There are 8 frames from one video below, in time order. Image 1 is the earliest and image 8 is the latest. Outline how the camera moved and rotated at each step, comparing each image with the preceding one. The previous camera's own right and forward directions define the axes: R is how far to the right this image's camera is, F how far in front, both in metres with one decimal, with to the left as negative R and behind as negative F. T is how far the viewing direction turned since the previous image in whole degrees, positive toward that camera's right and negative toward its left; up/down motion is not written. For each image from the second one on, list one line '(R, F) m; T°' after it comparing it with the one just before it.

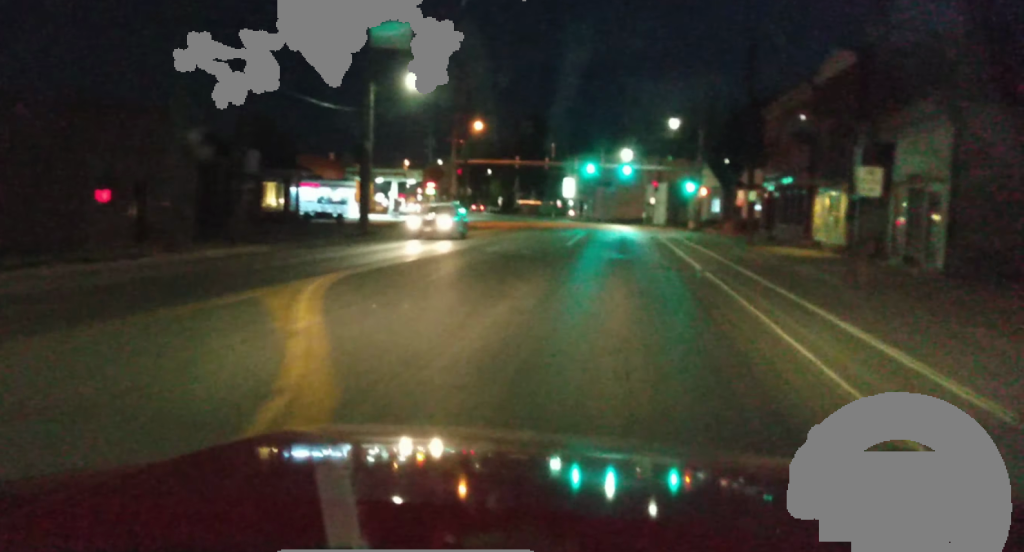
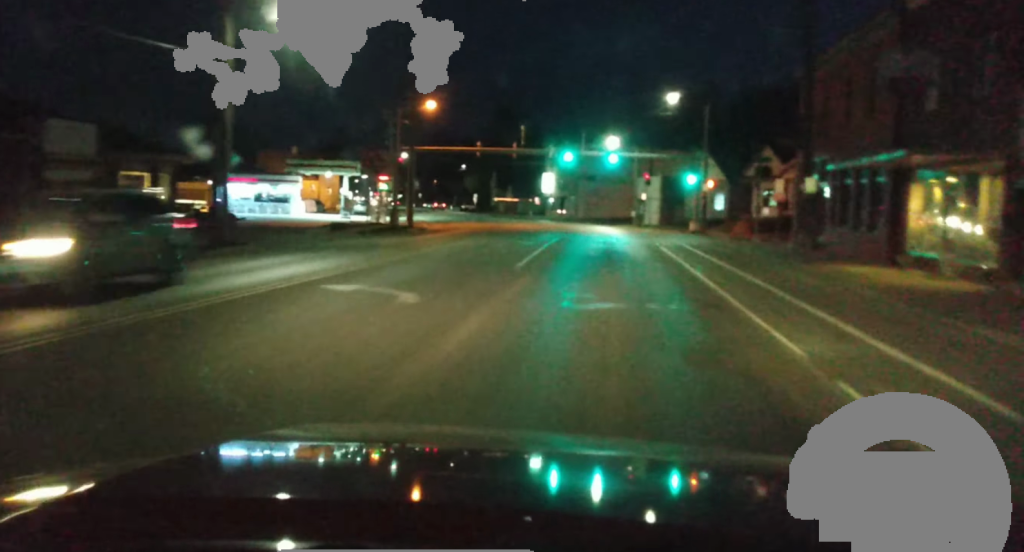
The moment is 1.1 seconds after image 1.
(+0.4, +17.1) m; +1°
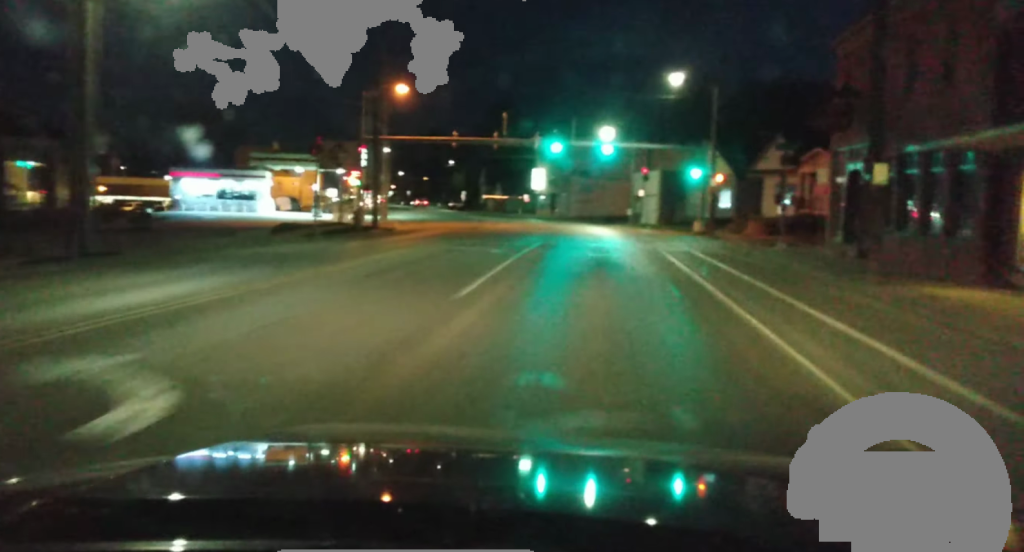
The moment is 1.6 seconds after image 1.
(0.0, +8.5) m; 0°
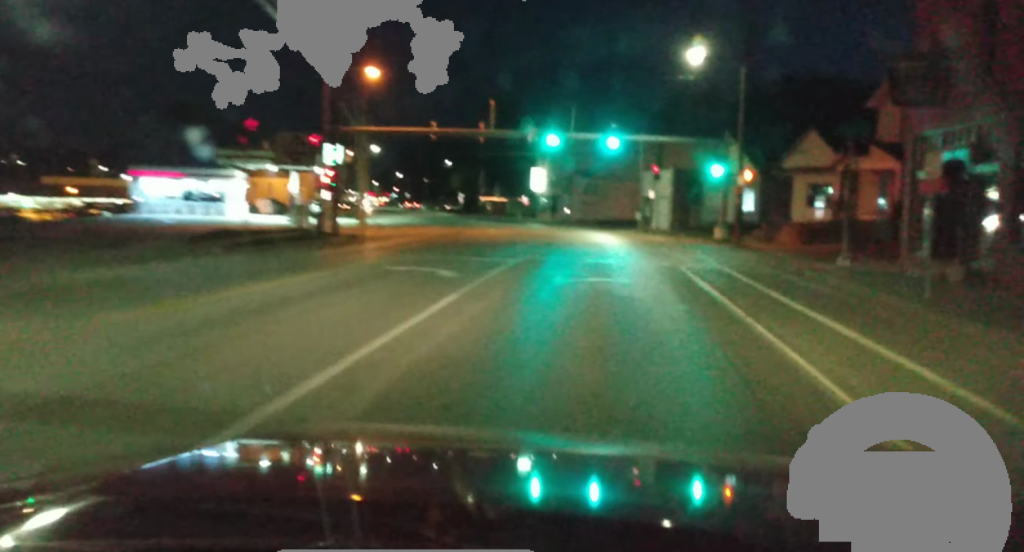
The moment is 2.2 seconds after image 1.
(-0.2, +9.5) m; 0°
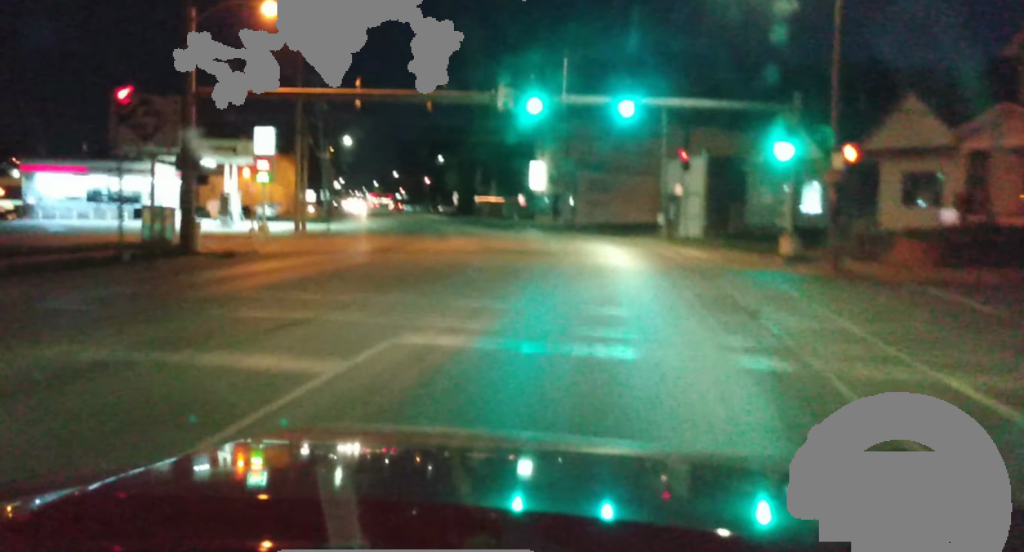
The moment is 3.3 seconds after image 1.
(+0.2, +17.9) m; -1°
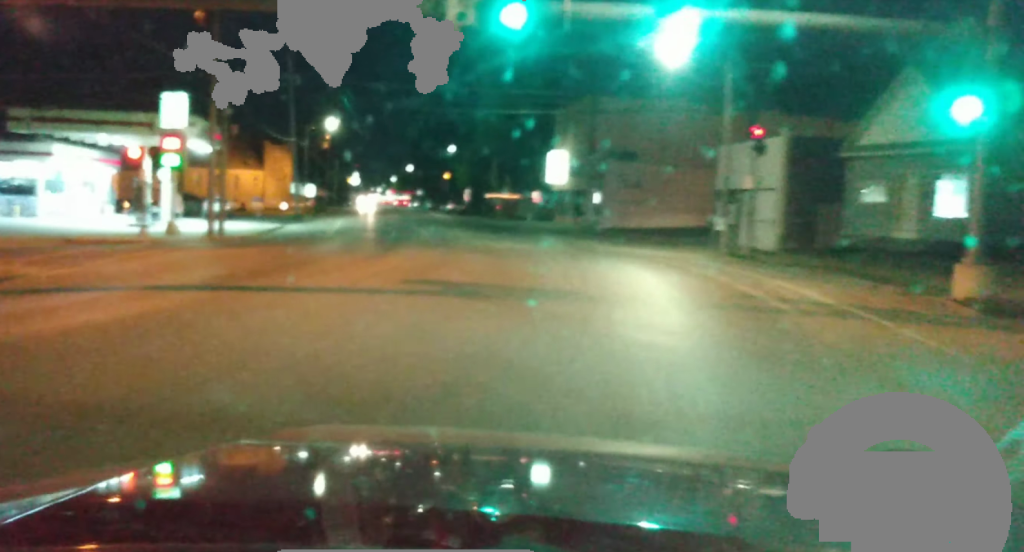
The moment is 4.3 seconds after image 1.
(-0.6, +15.5) m; -2°
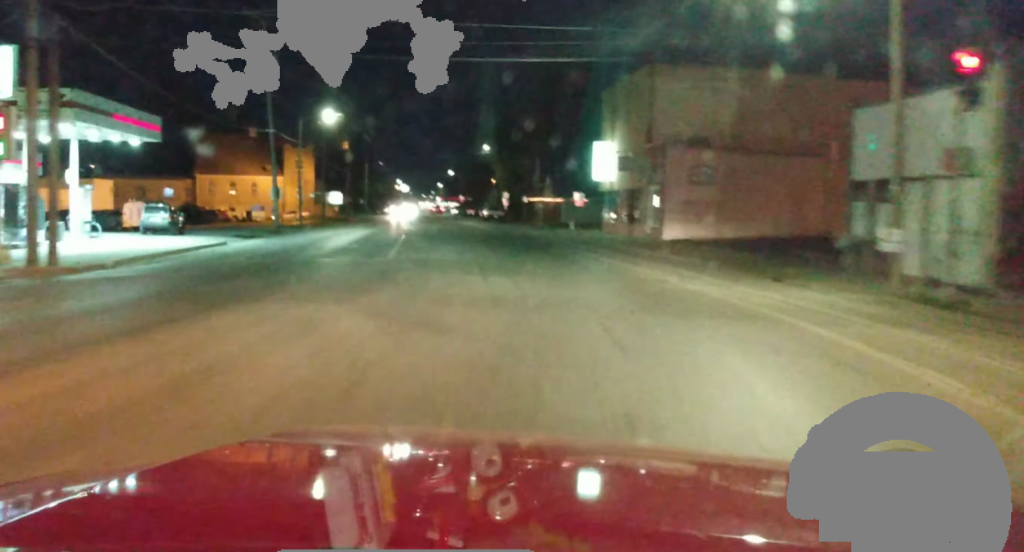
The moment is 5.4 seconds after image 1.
(-0.1, +16.8) m; -2°
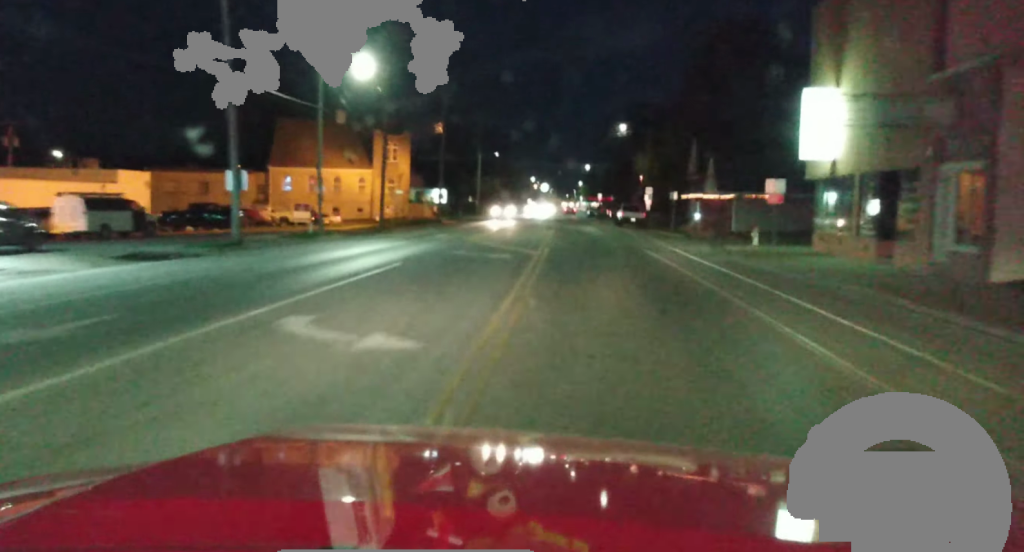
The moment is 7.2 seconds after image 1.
(-1.5, +26.5) m; -7°
